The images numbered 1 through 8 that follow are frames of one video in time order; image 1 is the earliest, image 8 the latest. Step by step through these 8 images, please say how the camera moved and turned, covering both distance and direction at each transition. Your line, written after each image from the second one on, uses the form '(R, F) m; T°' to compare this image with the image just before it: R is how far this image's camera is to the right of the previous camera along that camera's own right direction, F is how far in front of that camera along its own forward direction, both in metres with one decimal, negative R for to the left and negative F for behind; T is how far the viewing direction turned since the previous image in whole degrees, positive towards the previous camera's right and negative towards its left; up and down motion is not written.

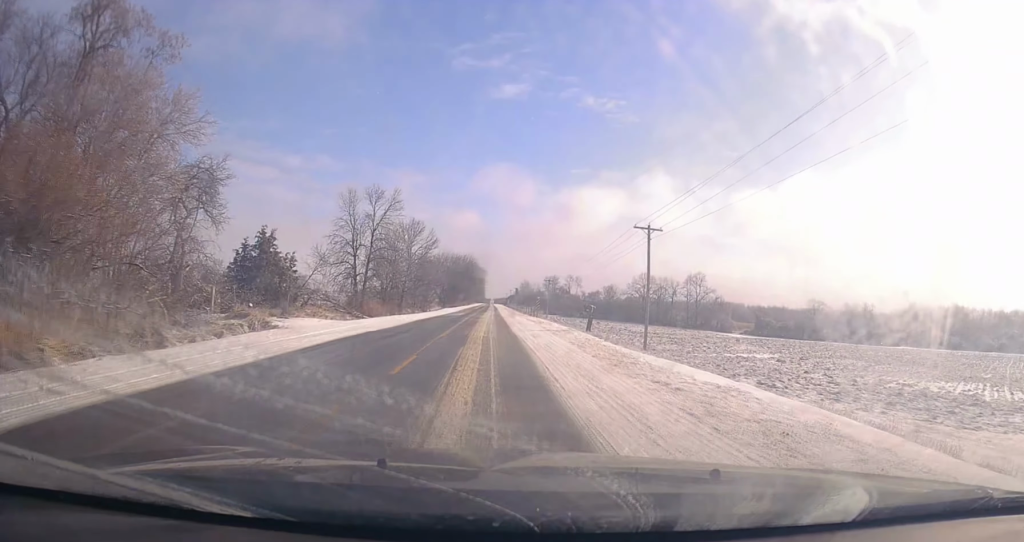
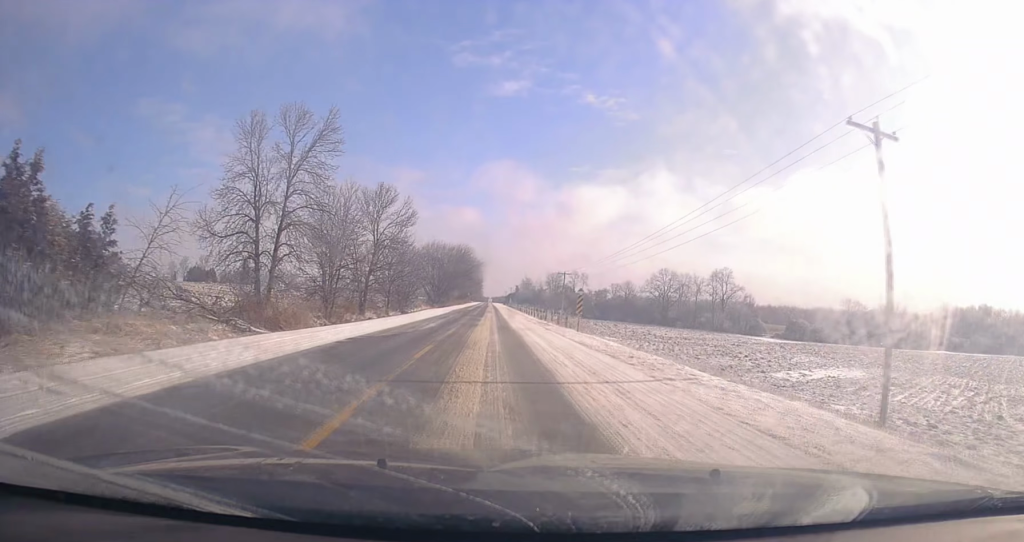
(+0.1, +26.0) m; 0°
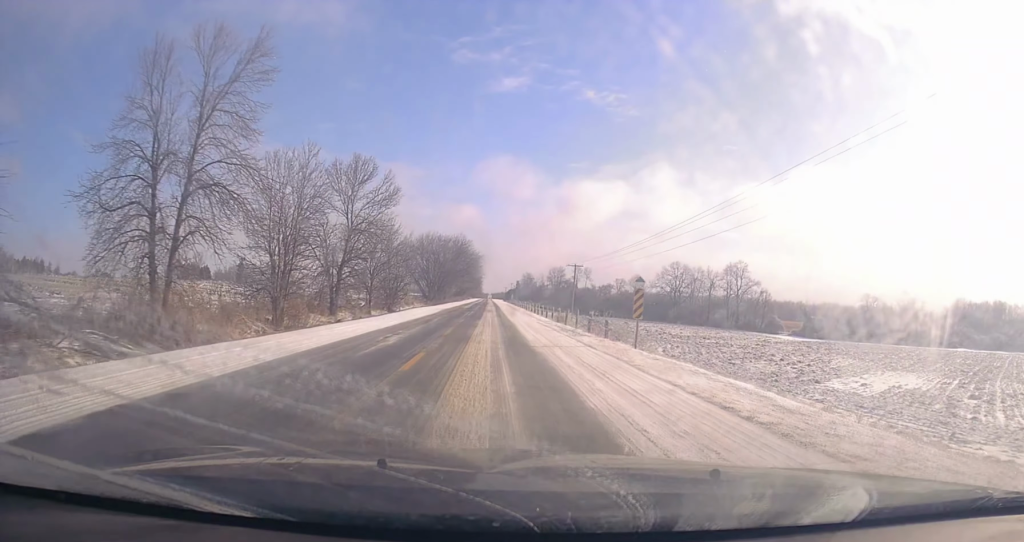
(+0.1, +11.9) m; 0°
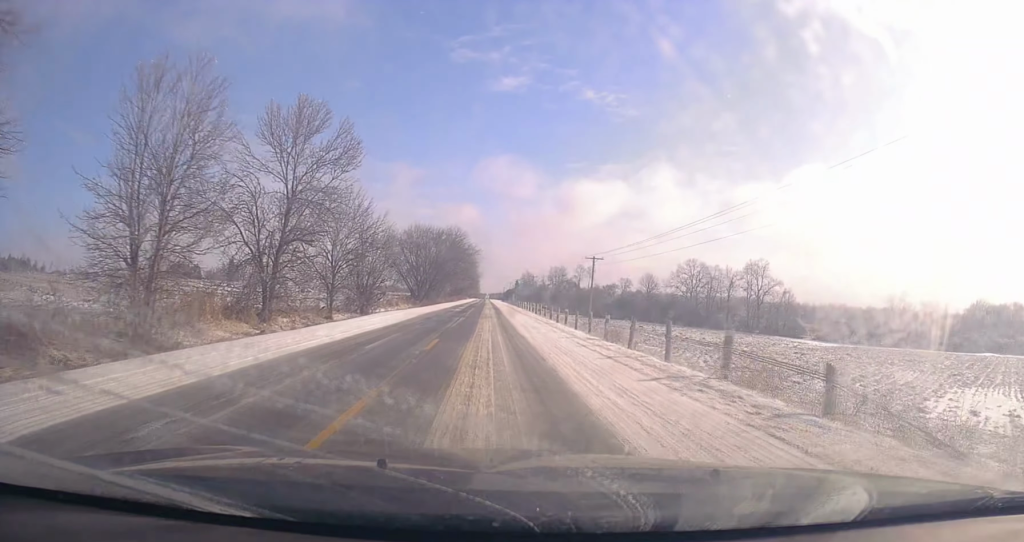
(-0.4, +15.4) m; 0°
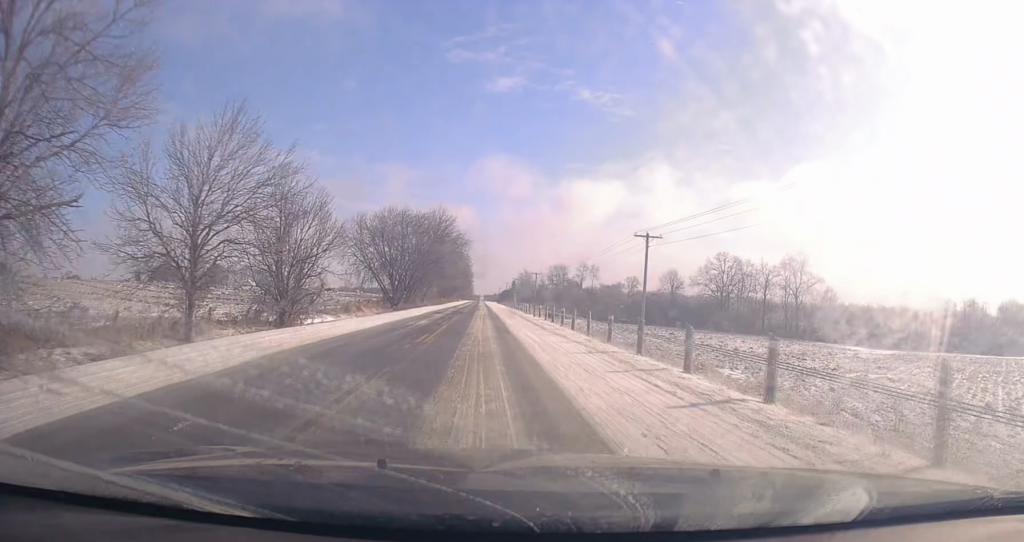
(+0.6, +24.3) m; 0°
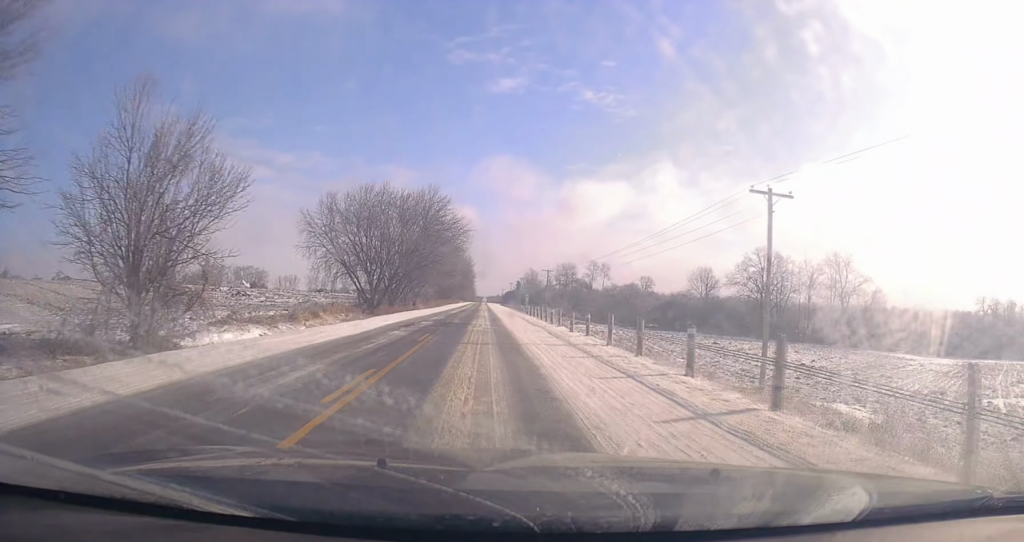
(-0.3, +18.5) m; 0°
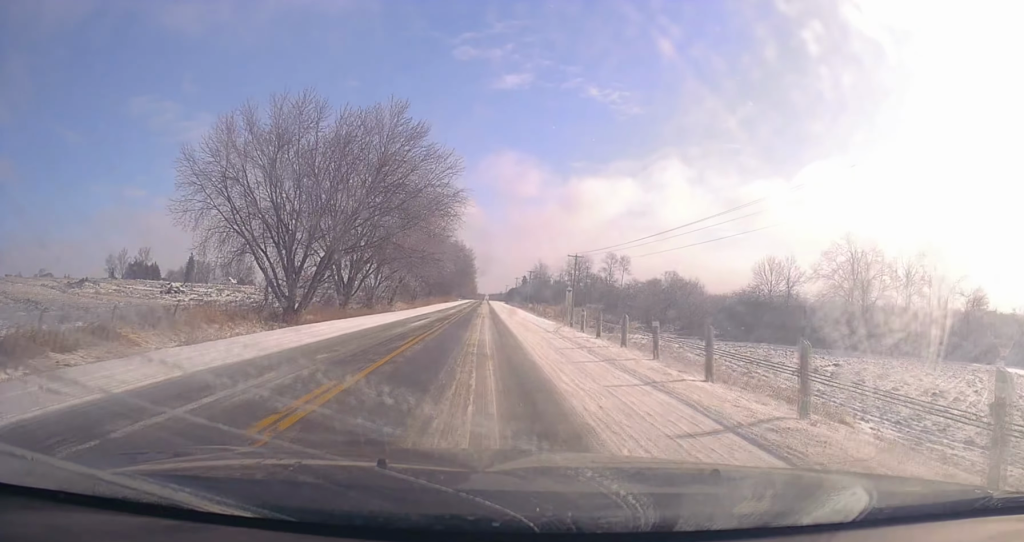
(+0.1, +30.9) m; 0°
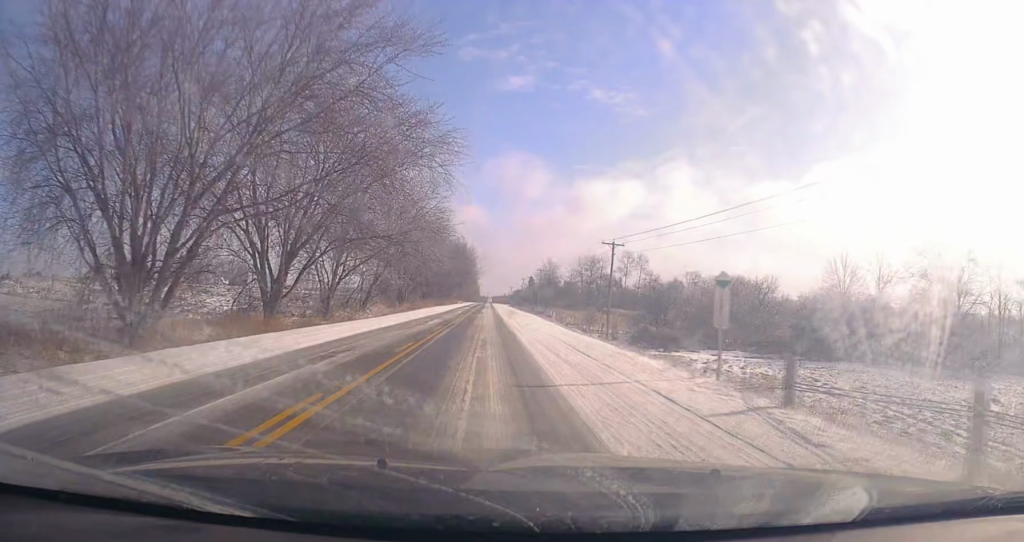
(-0.3, +19.6) m; 0°
